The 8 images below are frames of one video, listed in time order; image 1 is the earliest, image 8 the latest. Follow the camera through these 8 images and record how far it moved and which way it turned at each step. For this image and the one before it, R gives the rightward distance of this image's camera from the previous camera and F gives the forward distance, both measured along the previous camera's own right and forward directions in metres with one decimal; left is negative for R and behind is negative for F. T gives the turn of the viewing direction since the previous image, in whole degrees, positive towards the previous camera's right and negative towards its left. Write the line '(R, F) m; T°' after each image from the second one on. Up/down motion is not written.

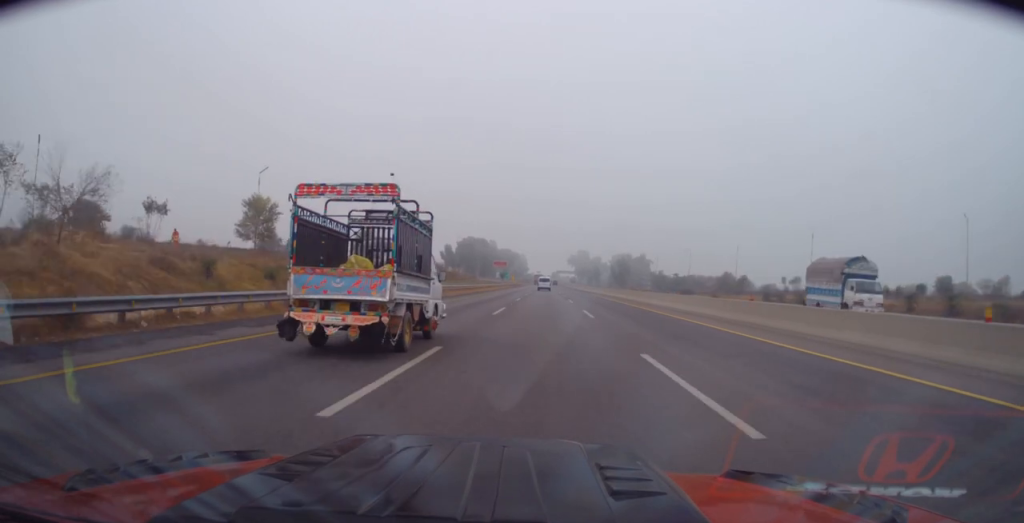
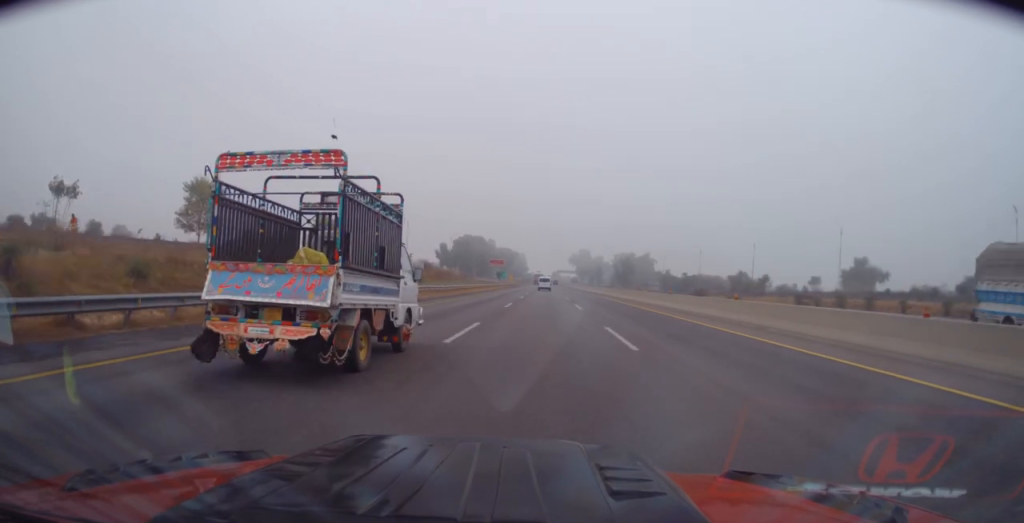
(0.0, +11.1) m; 0°
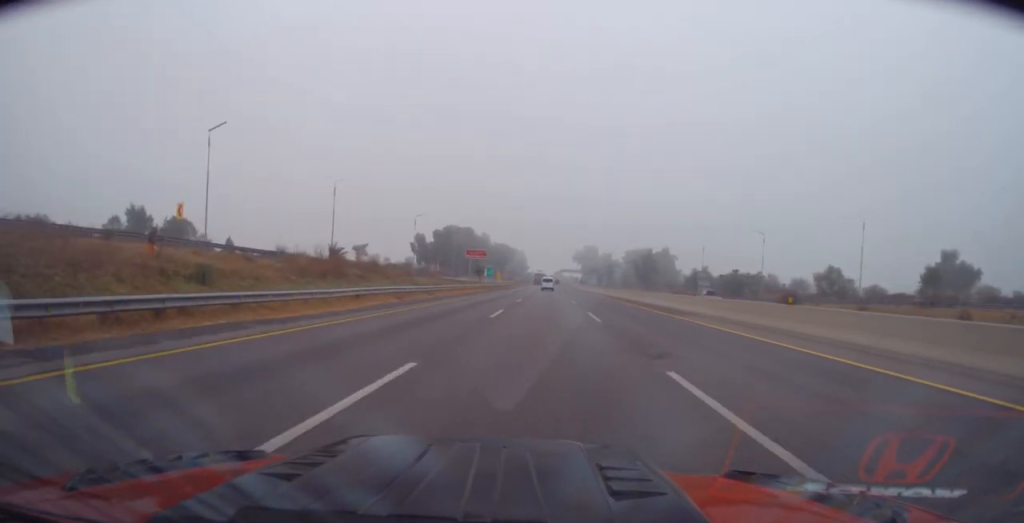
(+0.2, +44.5) m; 0°
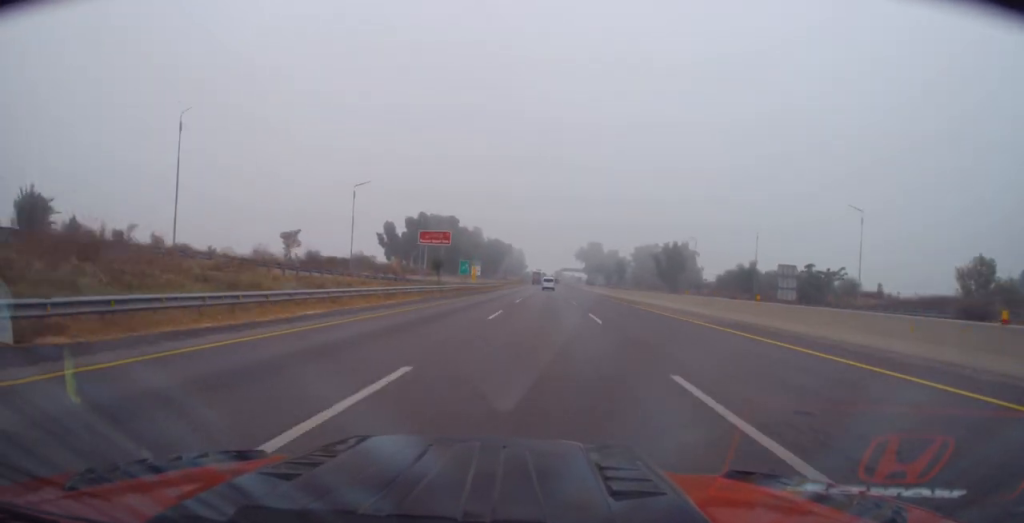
(-0.1, +36.1) m; 0°
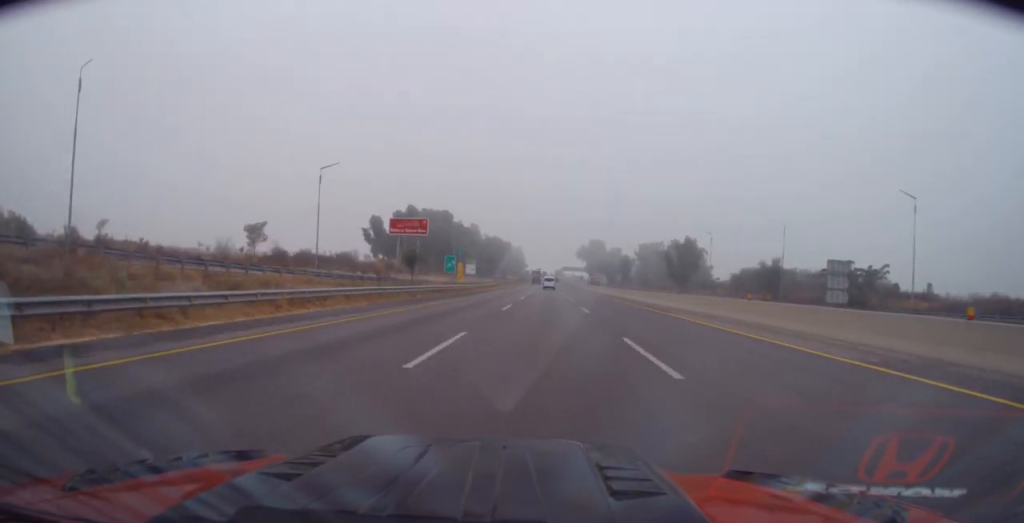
(+0.1, +12.0) m; 0°
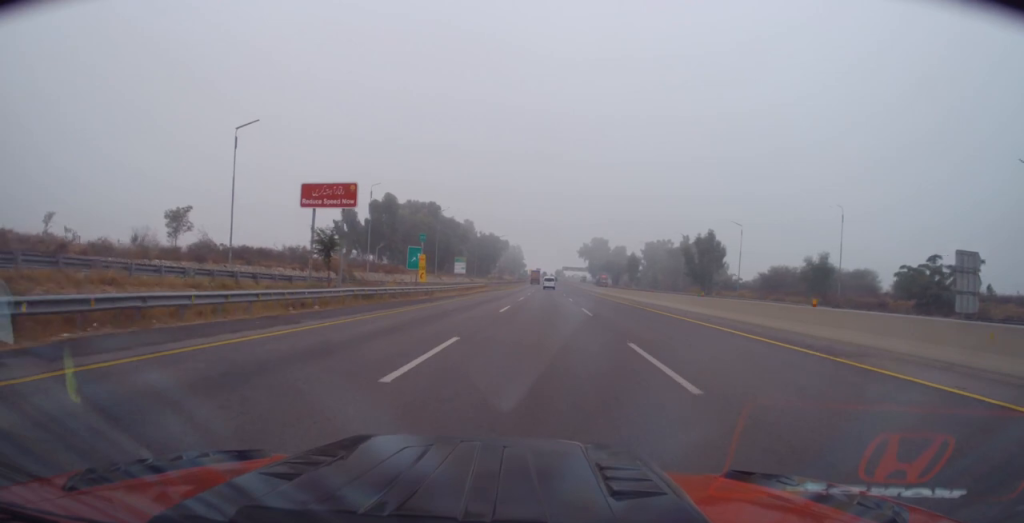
(0.0, +18.9) m; 0°
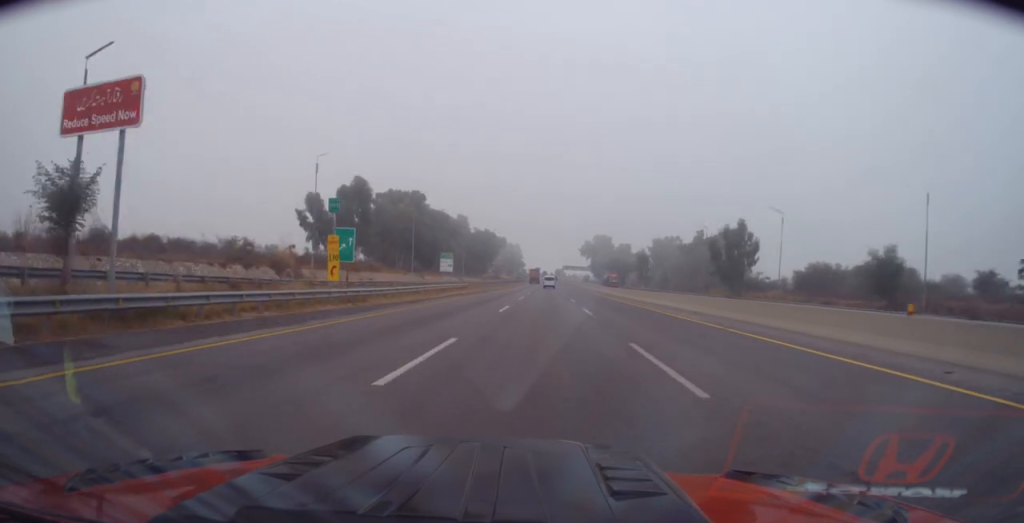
(0.0, +18.1) m; 0°
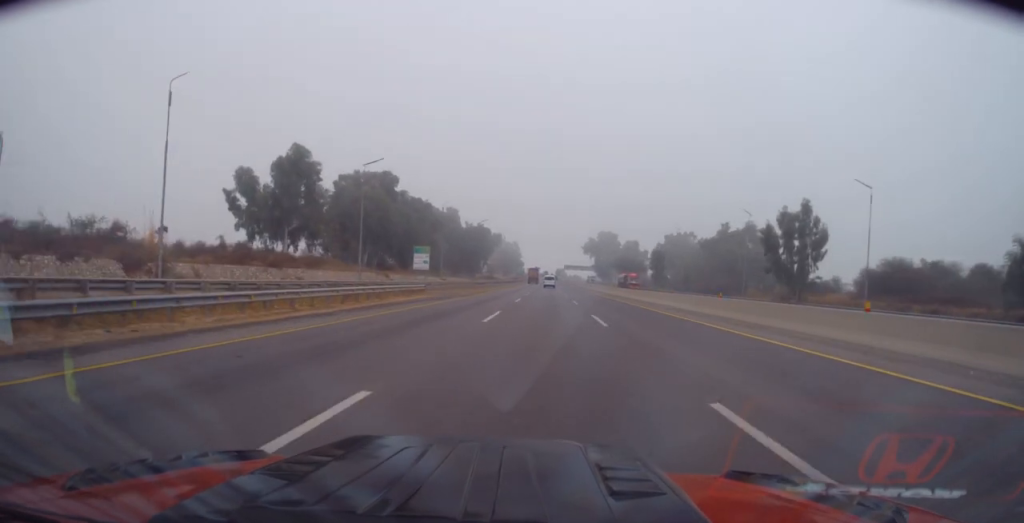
(+0.1, +24.2) m; +1°
